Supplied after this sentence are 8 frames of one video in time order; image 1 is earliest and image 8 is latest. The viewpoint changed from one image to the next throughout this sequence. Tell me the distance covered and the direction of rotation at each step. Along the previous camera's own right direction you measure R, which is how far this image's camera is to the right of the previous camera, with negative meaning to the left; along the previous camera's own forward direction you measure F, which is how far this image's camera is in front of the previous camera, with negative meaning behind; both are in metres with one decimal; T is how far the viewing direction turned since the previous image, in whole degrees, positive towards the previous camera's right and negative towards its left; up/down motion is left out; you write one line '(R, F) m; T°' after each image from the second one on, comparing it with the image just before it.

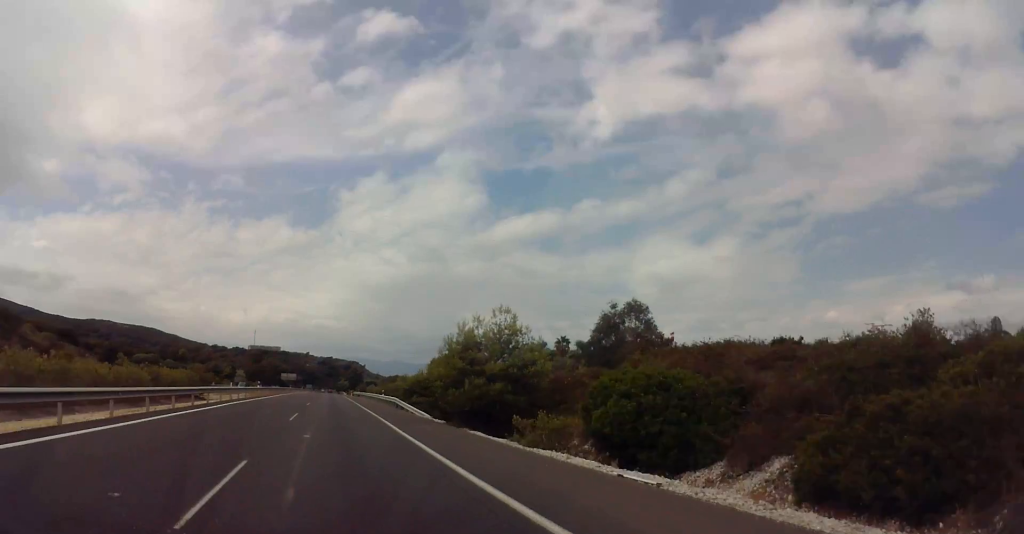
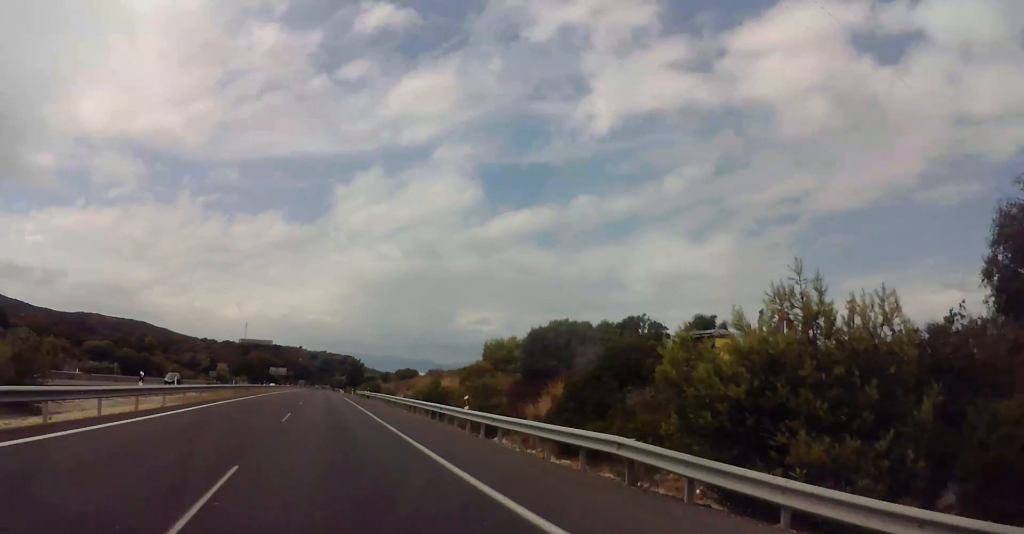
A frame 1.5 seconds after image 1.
(+0.3, +36.9) m; 0°
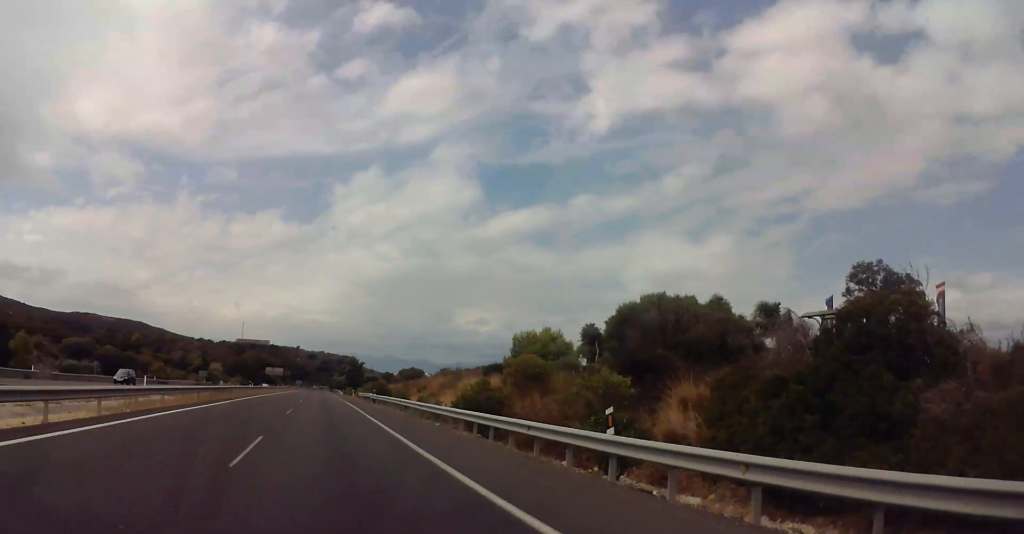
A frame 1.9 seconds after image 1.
(-0.2, +11.0) m; 0°
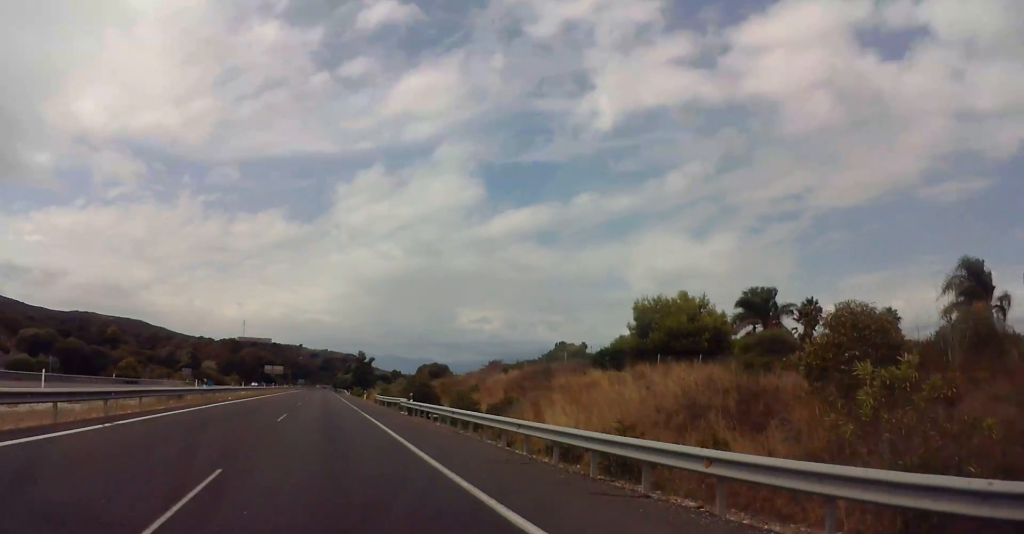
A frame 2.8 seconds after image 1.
(+0.1, +23.0) m; 0°
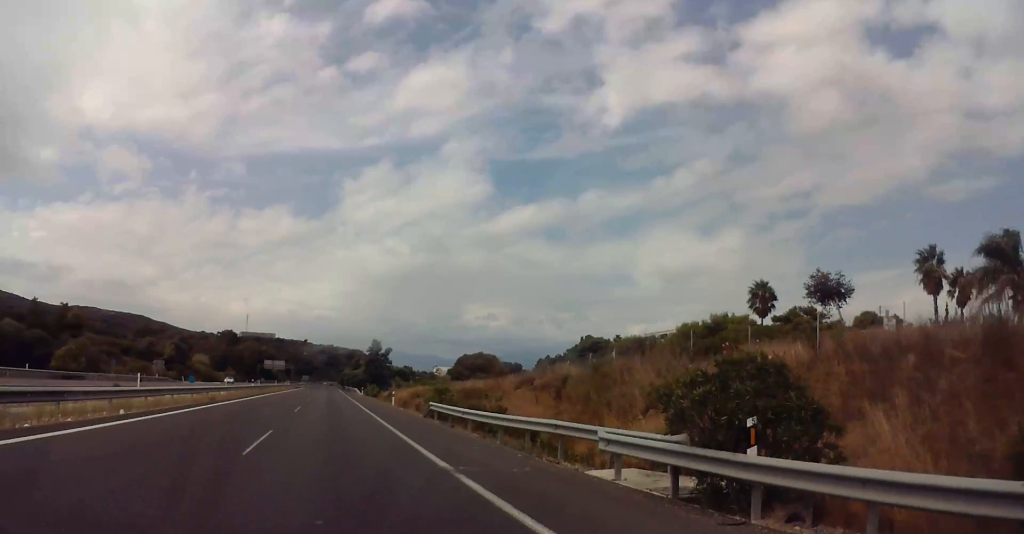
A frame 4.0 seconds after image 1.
(0.0, +28.1) m; +1°
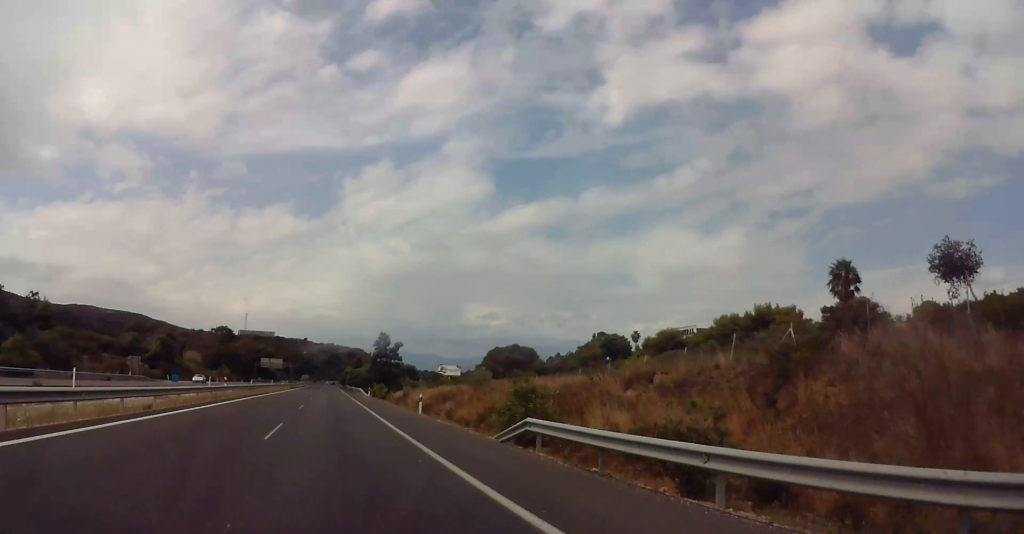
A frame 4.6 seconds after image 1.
(+0.1, +15.0) m; 0°
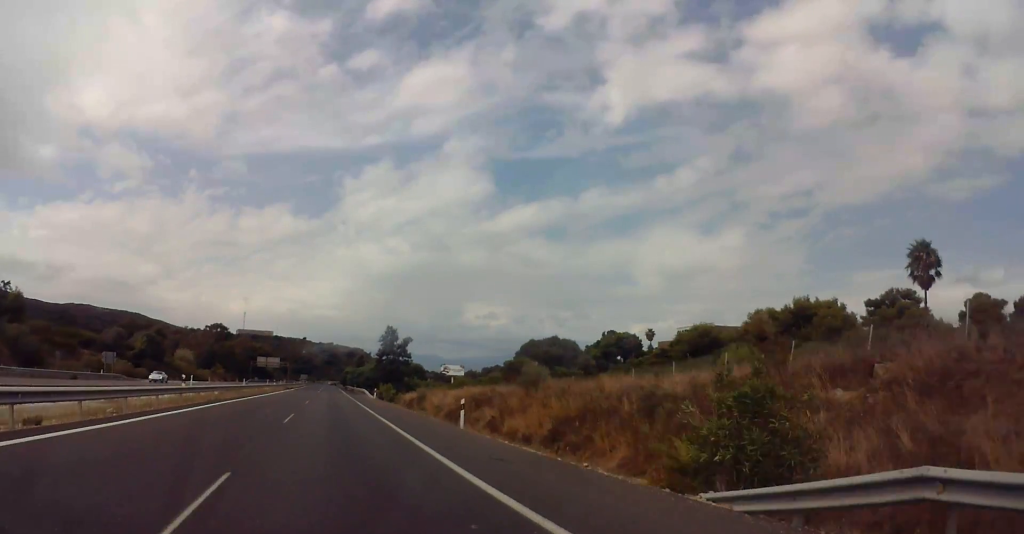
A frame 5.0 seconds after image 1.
(+0.1, +12.0) m; 0°
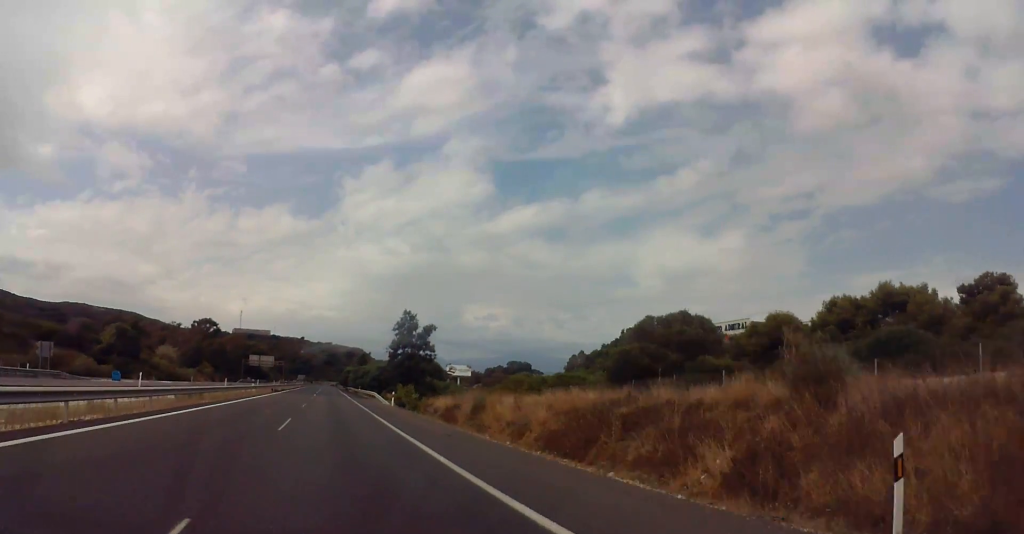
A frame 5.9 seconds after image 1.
(-0.2, +21.1) m; -1°
